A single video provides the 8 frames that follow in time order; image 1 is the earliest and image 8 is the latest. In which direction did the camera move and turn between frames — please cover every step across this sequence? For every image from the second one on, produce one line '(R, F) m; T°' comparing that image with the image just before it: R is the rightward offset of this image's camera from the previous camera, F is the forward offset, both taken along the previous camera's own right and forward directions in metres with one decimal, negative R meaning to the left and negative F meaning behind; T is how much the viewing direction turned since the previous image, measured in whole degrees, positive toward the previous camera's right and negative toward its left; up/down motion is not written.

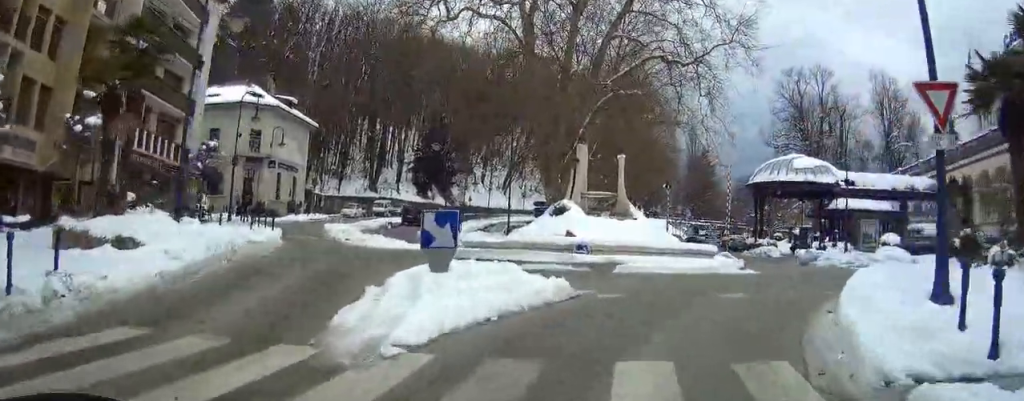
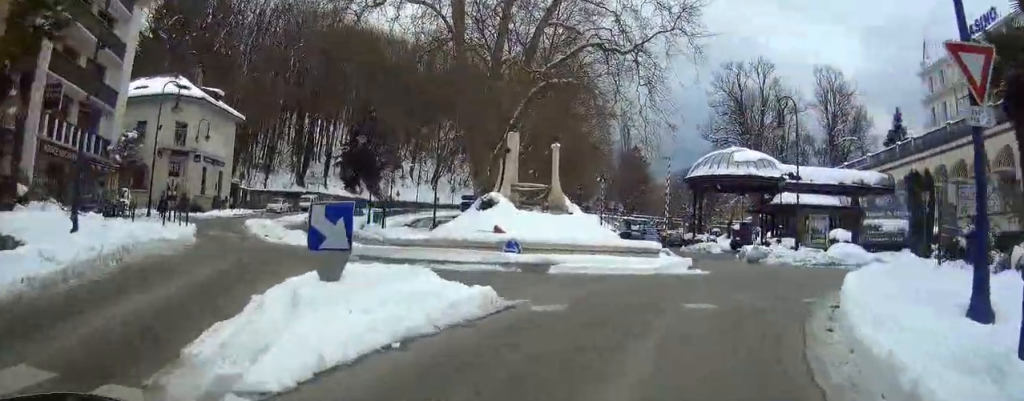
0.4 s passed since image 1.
(0.0, +2.1) m; +4°
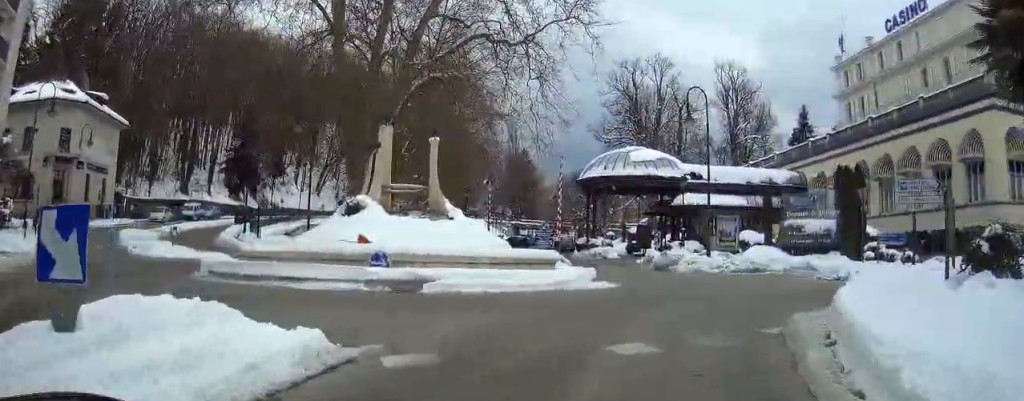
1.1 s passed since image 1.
(+0.2, +3.1) m; +9°
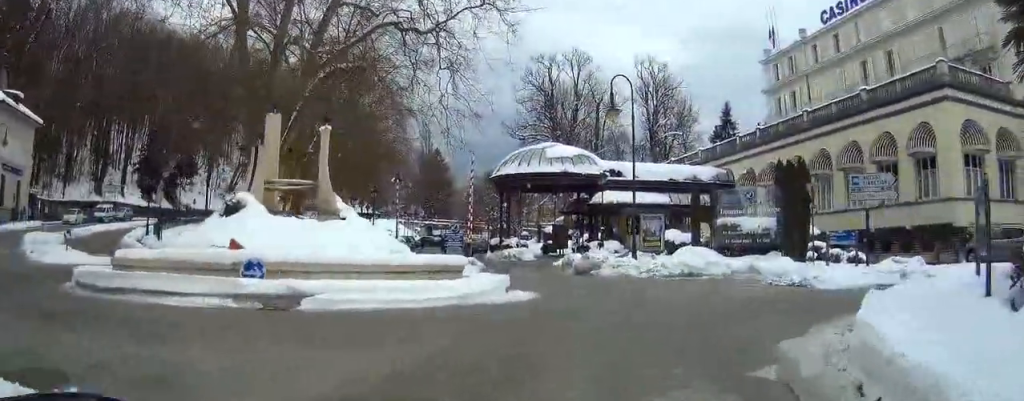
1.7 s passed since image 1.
(0.0, +2.1) m; +7°
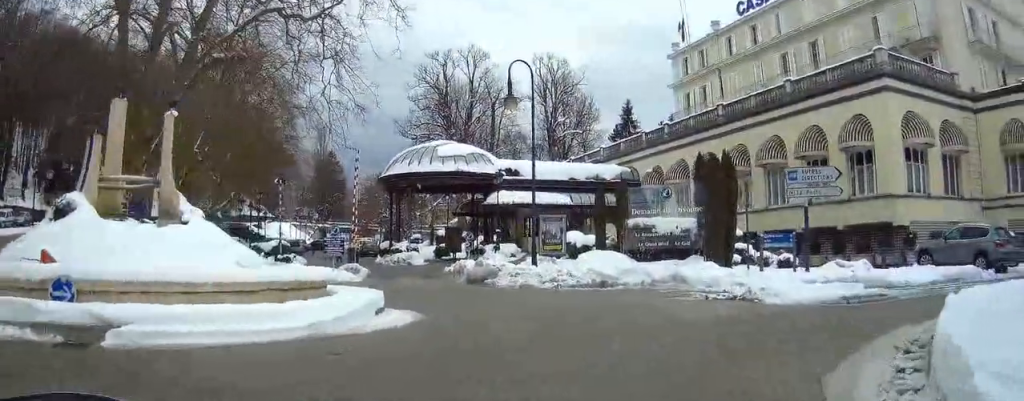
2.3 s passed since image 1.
(+0.4, +2.7) m; +7°
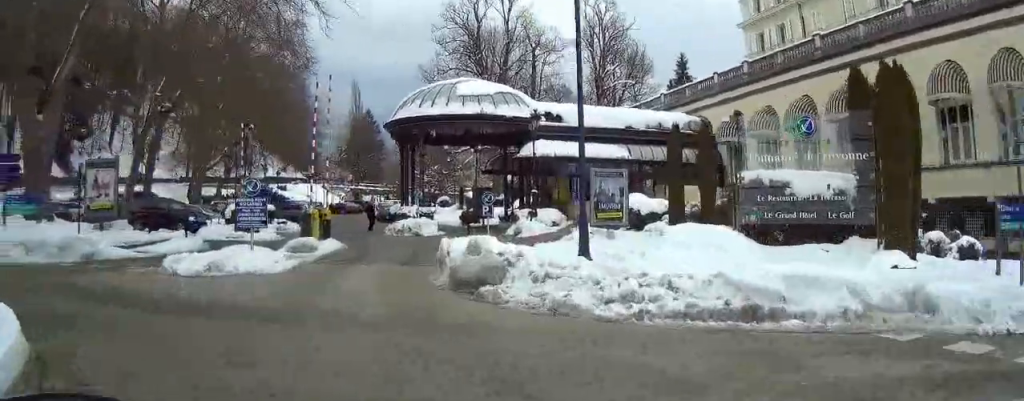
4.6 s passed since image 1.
(+0.5, +9.9) m; +1°
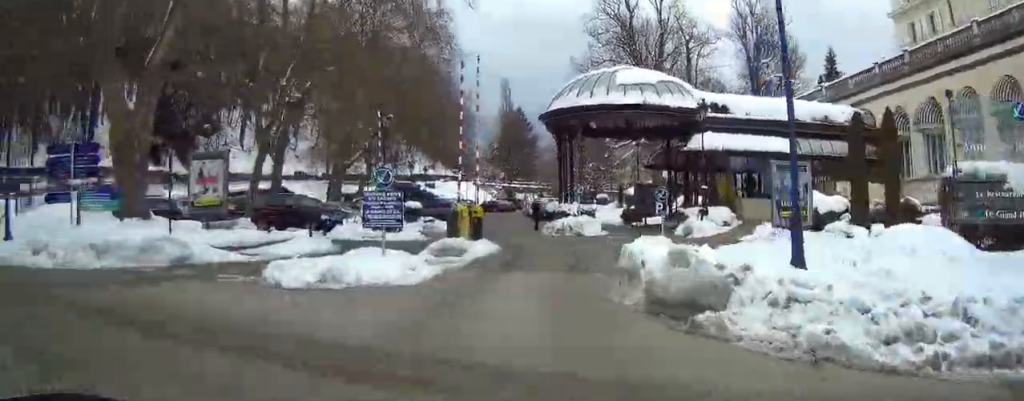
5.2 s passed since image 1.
(+0.1, +2.7) m; -12°
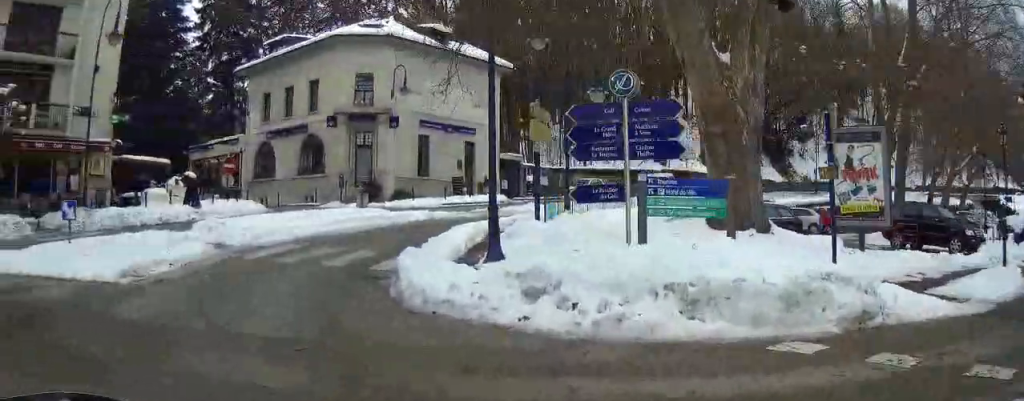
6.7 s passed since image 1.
(-2.6, +6.2) m; -47°
